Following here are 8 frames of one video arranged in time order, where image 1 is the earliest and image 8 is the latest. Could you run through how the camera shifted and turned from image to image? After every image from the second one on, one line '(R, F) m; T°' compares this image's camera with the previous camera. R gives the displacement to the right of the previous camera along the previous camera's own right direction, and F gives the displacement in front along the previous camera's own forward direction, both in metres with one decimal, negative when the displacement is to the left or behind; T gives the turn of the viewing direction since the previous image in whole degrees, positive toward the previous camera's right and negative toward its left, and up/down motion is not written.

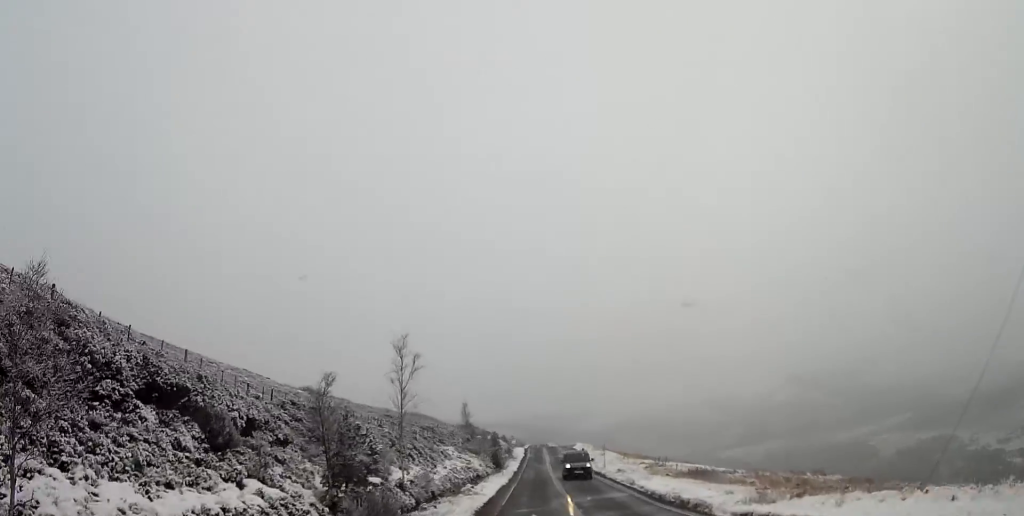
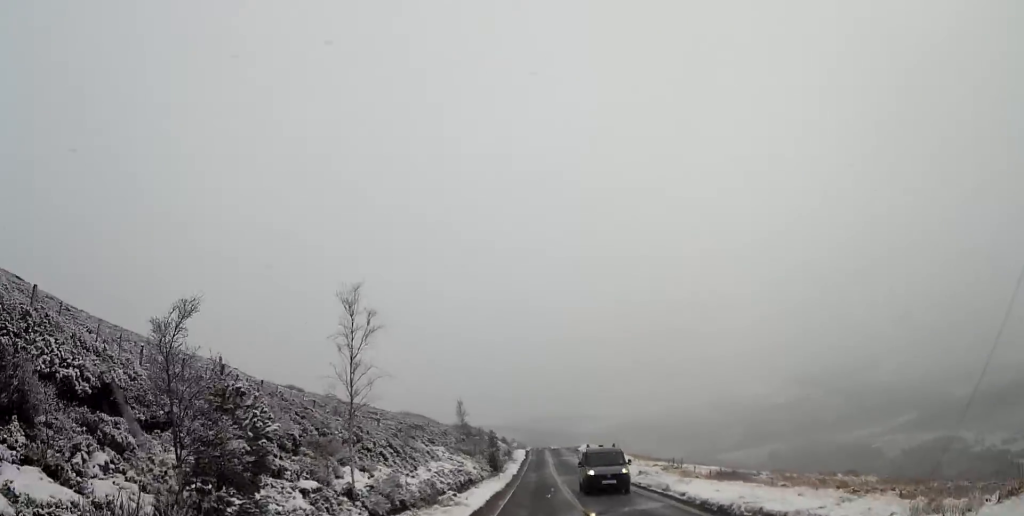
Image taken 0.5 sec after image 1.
(0.0, +8.3) m; 0°
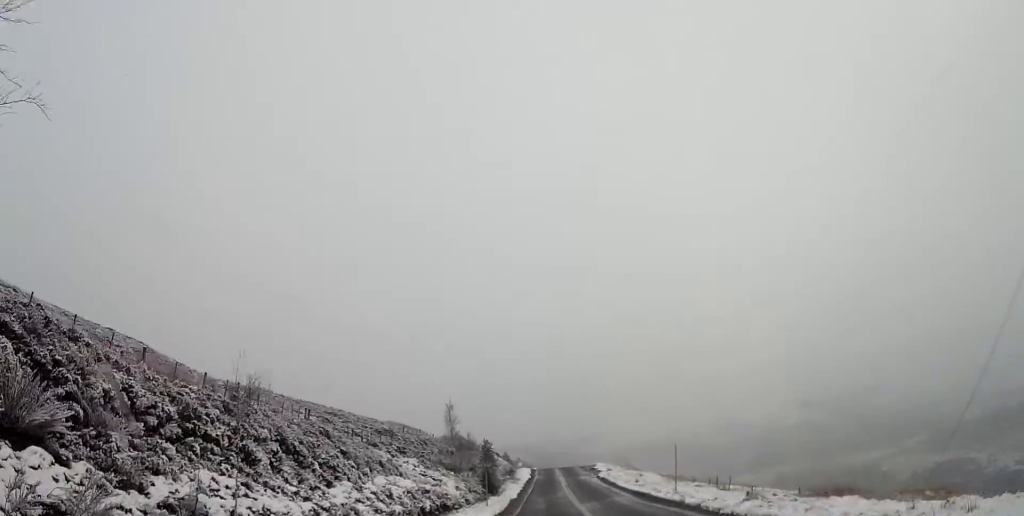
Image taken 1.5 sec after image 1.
(+0.1, +17.3) m; +1°
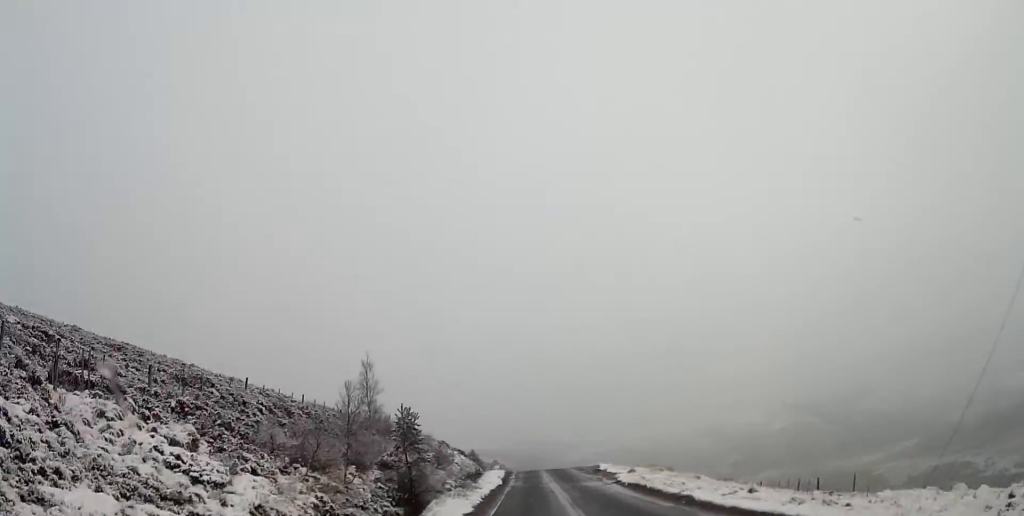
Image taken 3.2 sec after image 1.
(+0.3, +27.8) m; +2°
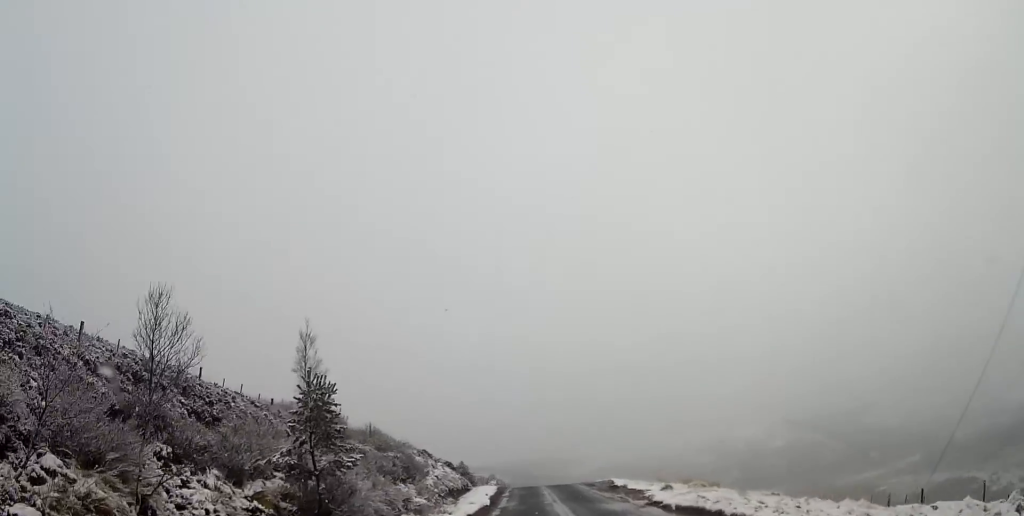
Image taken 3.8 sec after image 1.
(+0.2, +11.5) m; 0°
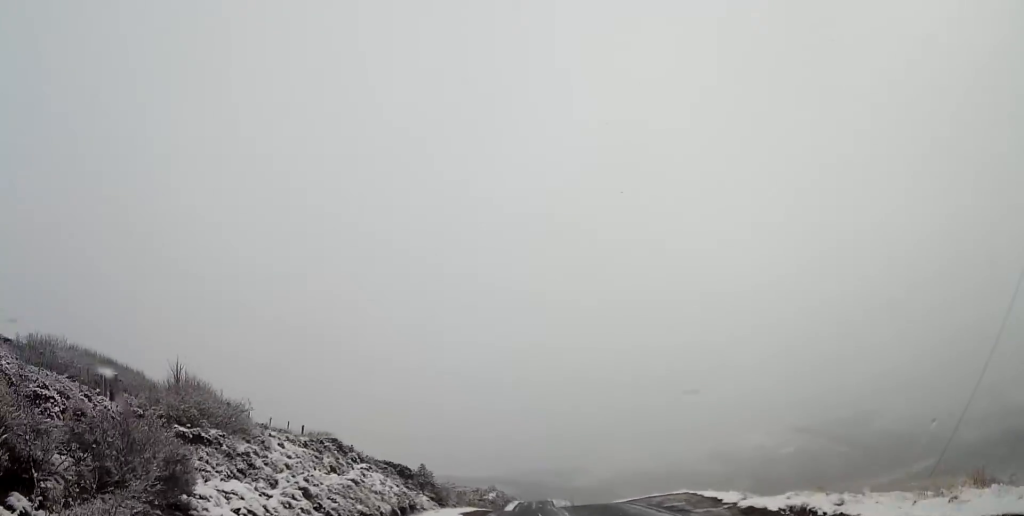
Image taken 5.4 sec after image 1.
(-0.2, +27.6) m; -1°
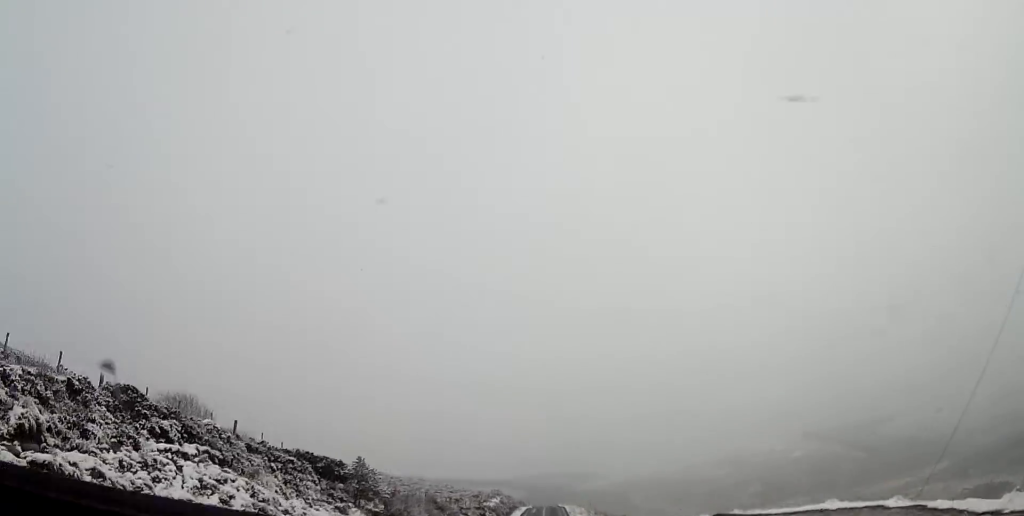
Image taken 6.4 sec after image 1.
(-0.1, +17.0) m; -1°
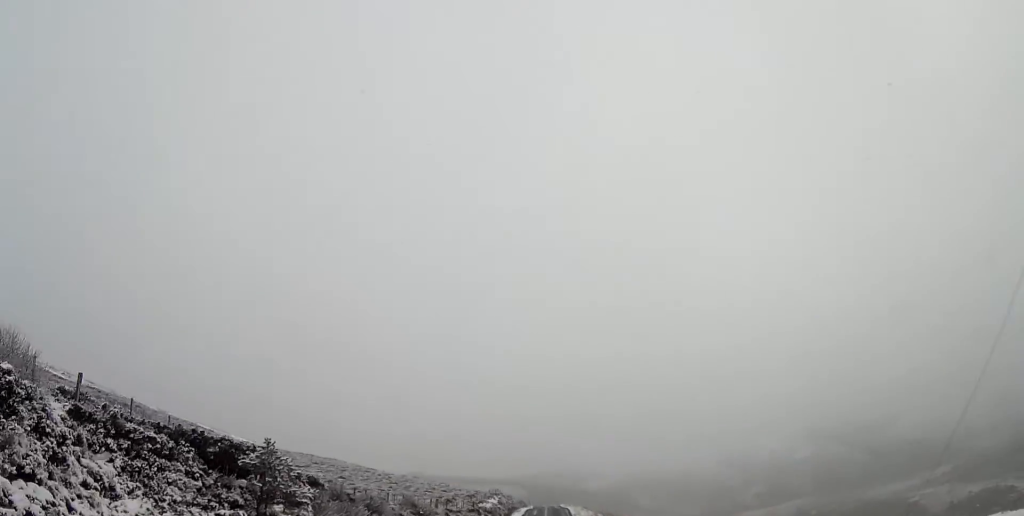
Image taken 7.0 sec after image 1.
(0.0, +9.1) m; 0°
